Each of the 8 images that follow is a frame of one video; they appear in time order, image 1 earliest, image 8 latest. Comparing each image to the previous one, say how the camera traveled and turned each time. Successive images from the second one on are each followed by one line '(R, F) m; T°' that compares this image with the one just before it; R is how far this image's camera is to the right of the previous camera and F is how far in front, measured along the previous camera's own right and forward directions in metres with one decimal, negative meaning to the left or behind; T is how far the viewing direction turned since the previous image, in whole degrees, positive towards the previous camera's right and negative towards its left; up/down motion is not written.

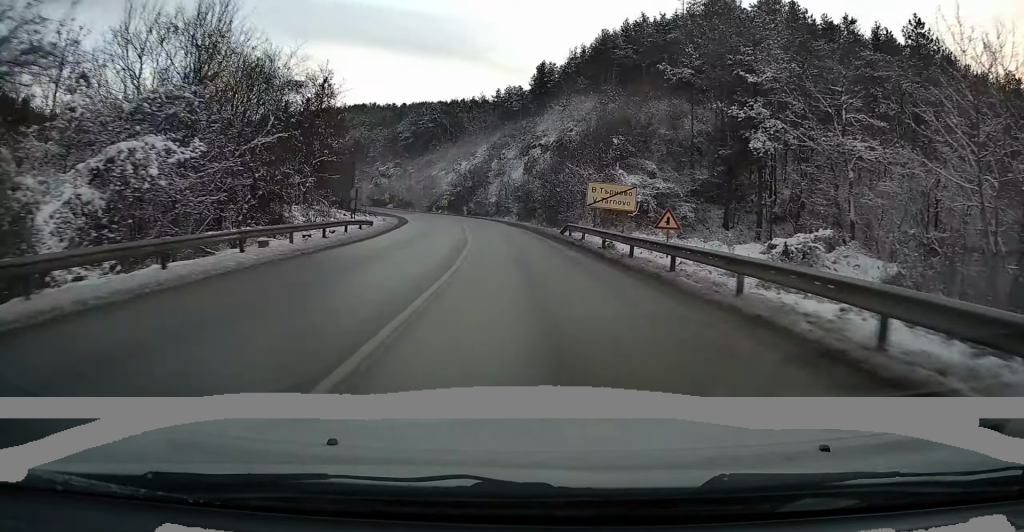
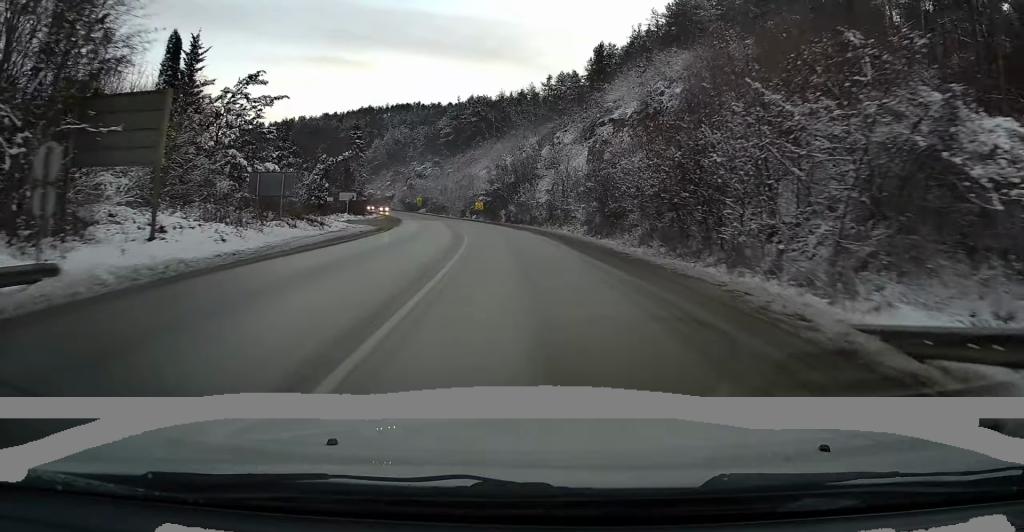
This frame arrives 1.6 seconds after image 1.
(-1.1, +26.5) m; -5°
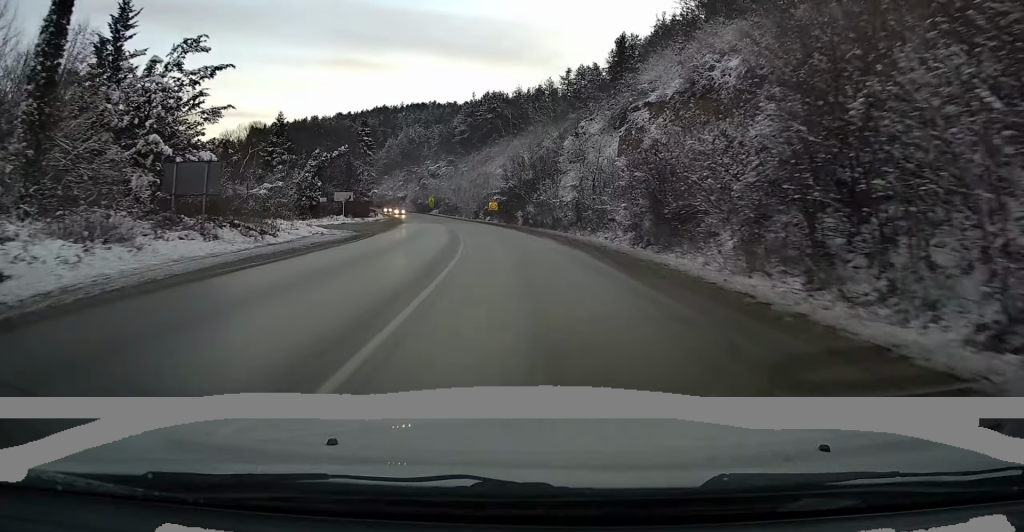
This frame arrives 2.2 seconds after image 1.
(-0.1, +9.2) m; -2°
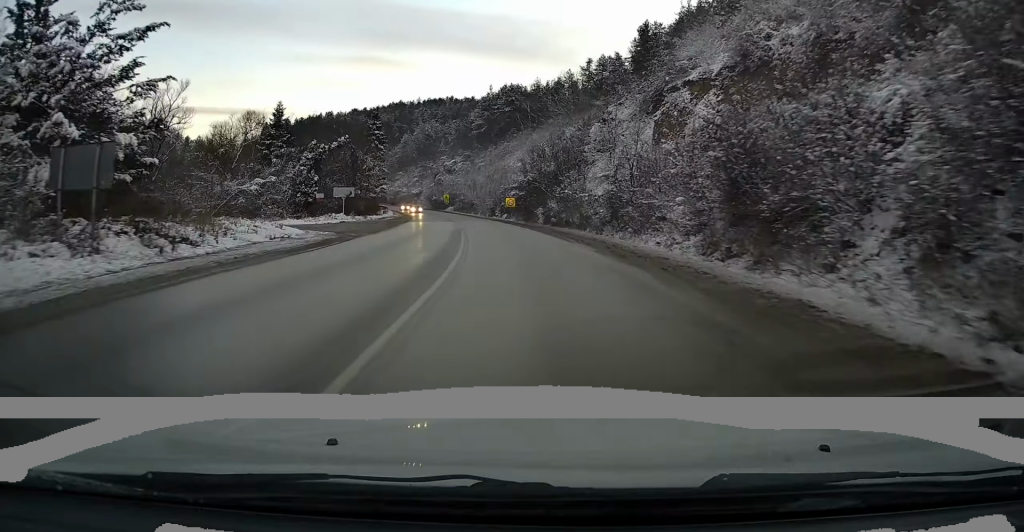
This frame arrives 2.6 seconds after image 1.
(-0.1, +7.1) m; -1°
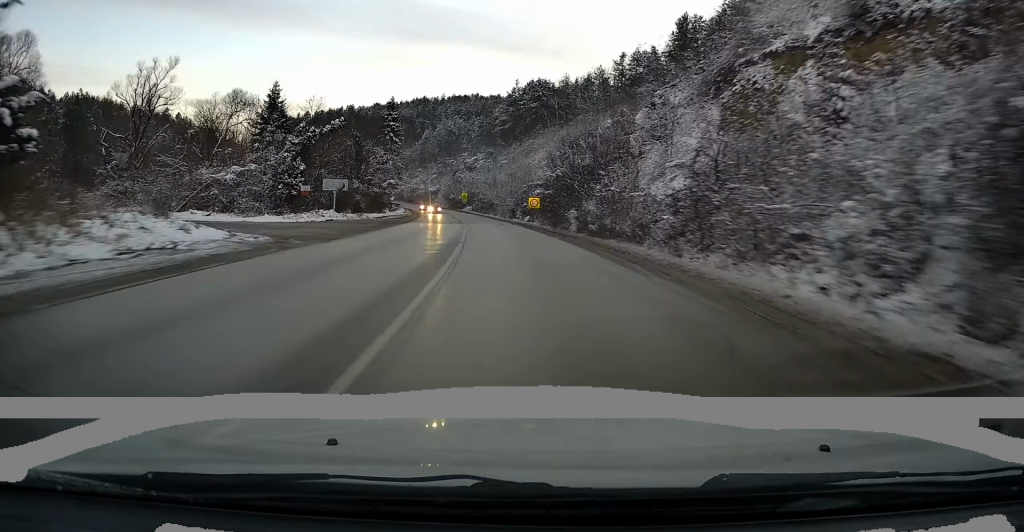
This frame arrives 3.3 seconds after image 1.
(-0.1, +10.3) m; -2°
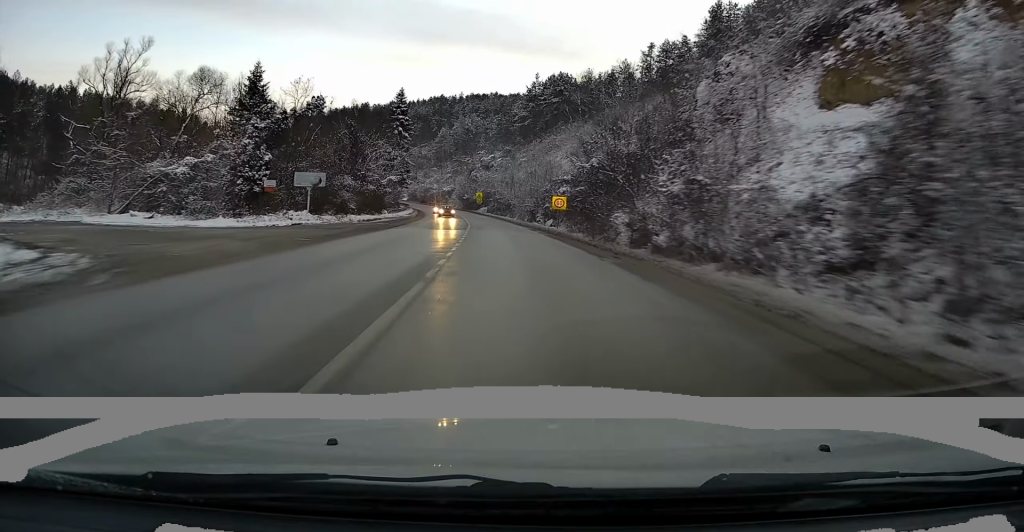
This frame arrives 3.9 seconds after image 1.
(-0.2, +10.8) m; -2°
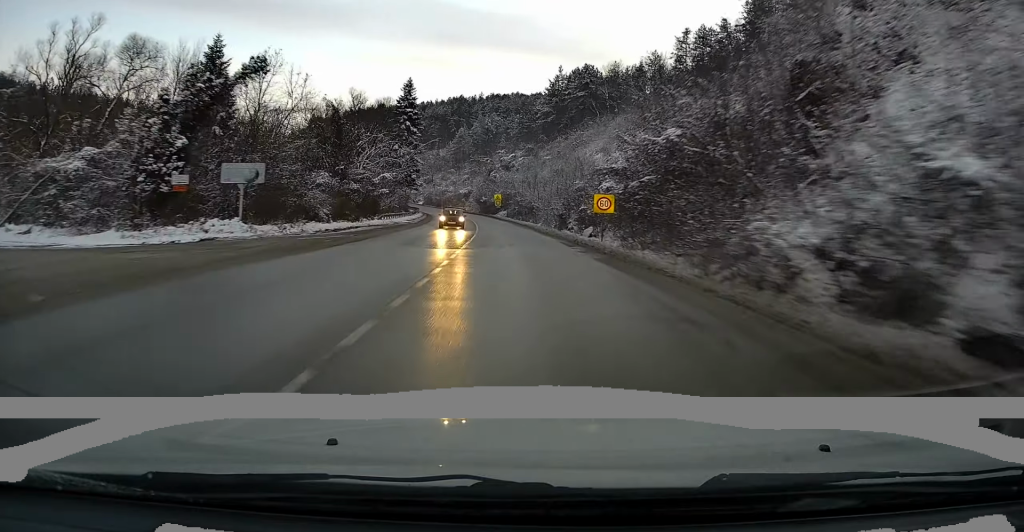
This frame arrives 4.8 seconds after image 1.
(-0.3, +13.4) m; -2°
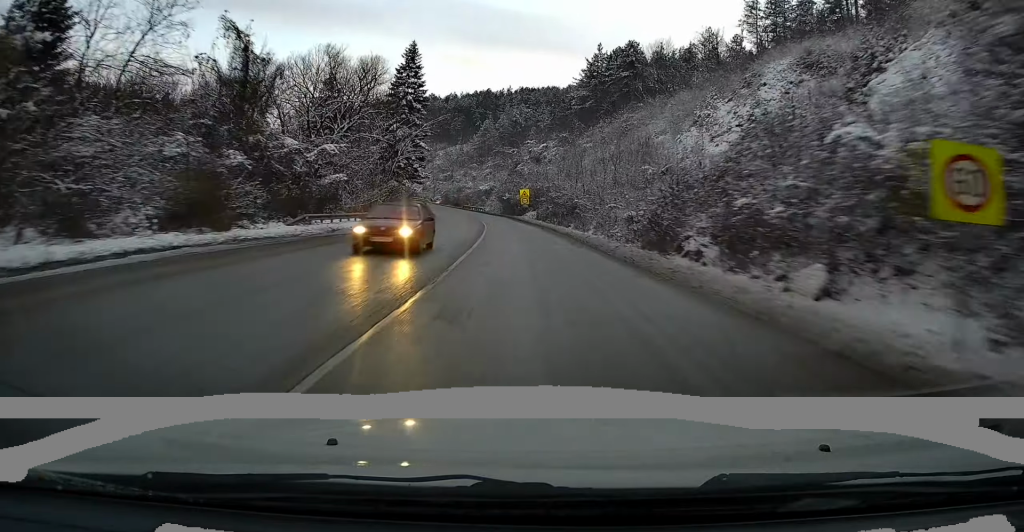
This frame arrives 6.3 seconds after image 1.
(-0.7, +24.1) m; -3°
